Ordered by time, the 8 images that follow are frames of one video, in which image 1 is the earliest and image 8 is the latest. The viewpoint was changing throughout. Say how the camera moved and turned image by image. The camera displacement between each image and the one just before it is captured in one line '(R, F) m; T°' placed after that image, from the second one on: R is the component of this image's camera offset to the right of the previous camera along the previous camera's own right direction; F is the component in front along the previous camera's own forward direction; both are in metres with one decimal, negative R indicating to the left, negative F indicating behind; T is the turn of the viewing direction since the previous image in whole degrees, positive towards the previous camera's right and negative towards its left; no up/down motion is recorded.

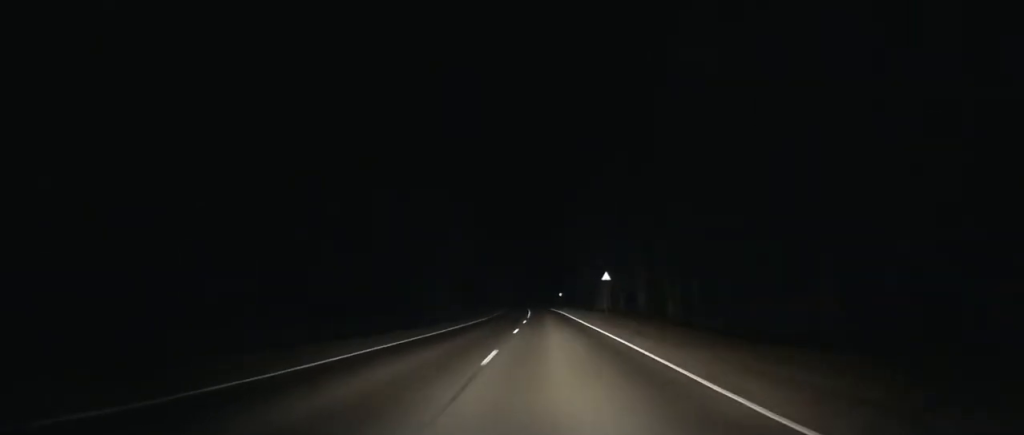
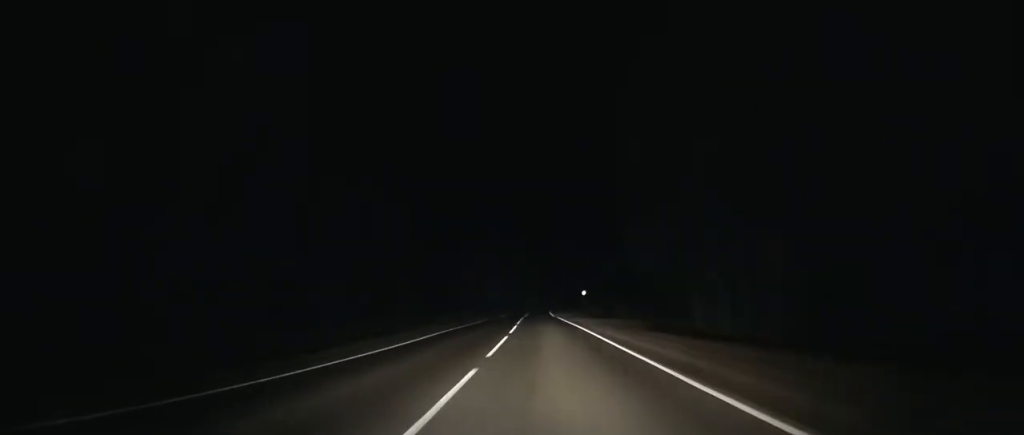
(-0.2, +65.1) m; 0°
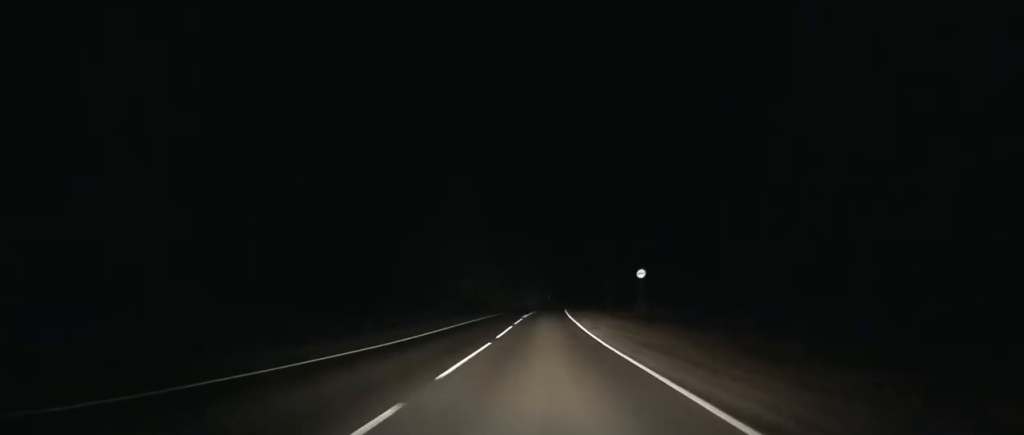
(-0.3, +53.1) m; 0°
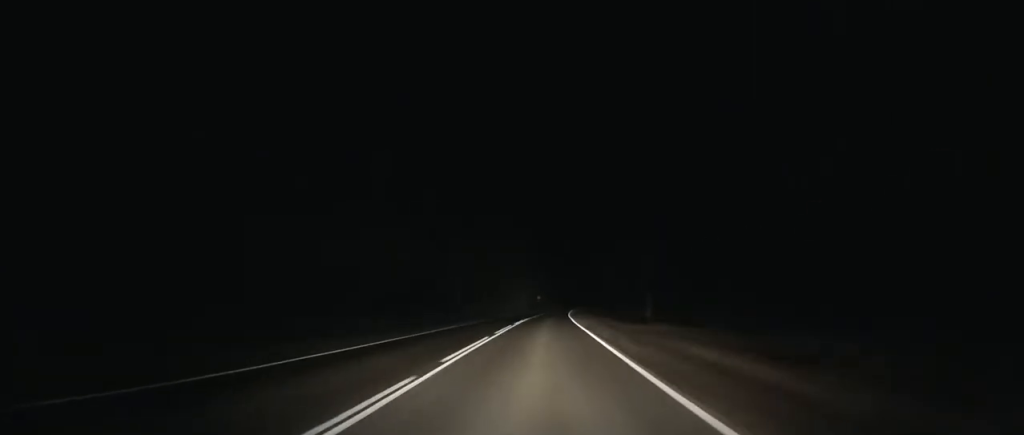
(+0.2, +45.4) m; +1°
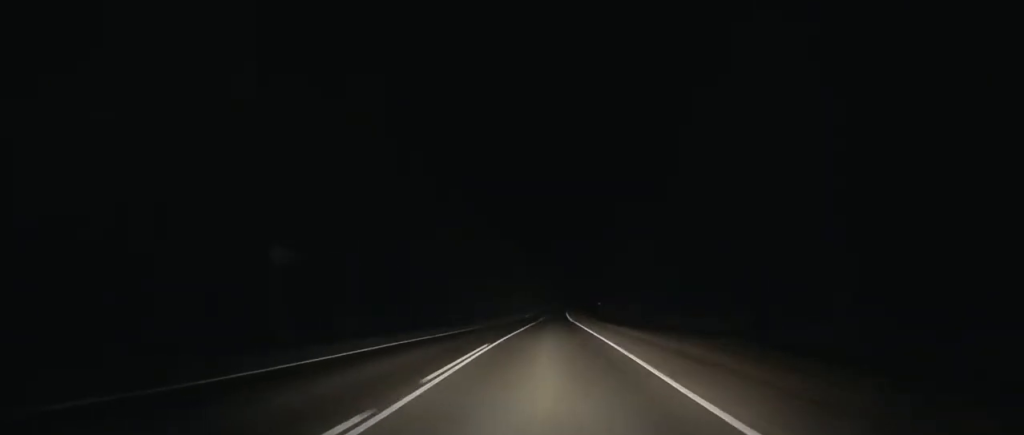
(+3.6, +145.5) m; +3°
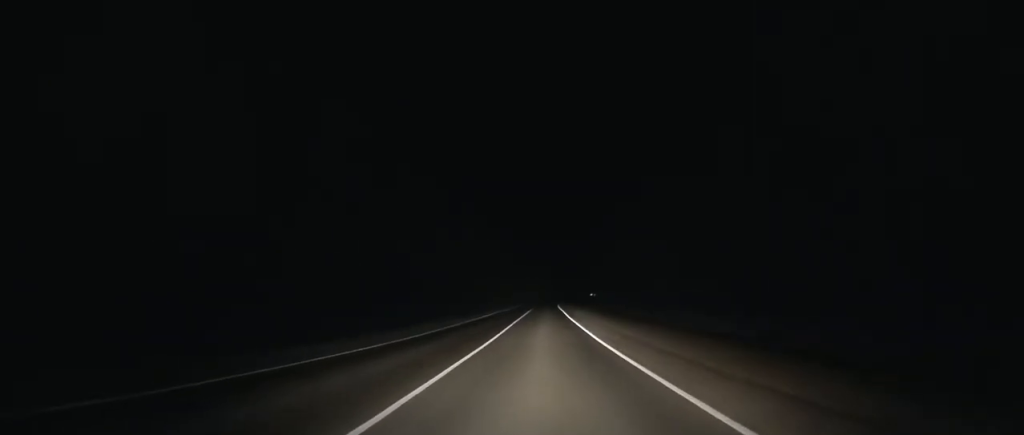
(+0.6, +45.7) m; +1°
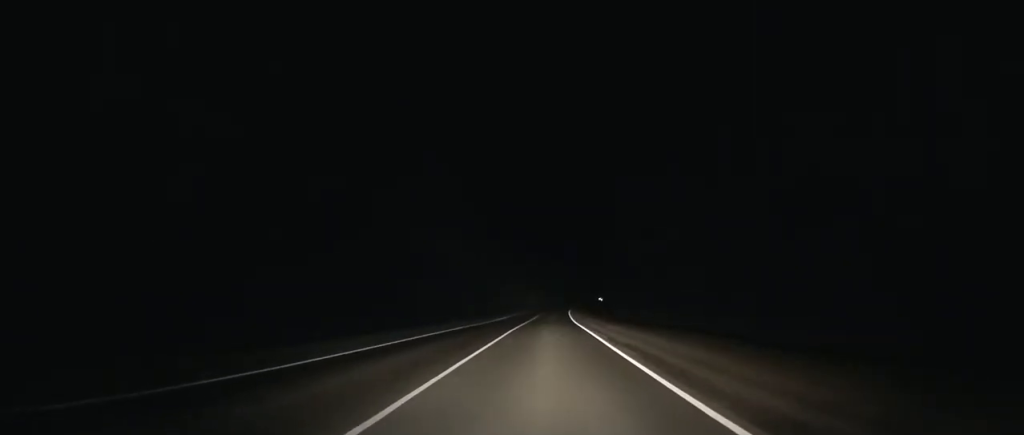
(+1.1, +84.8) m; +2°
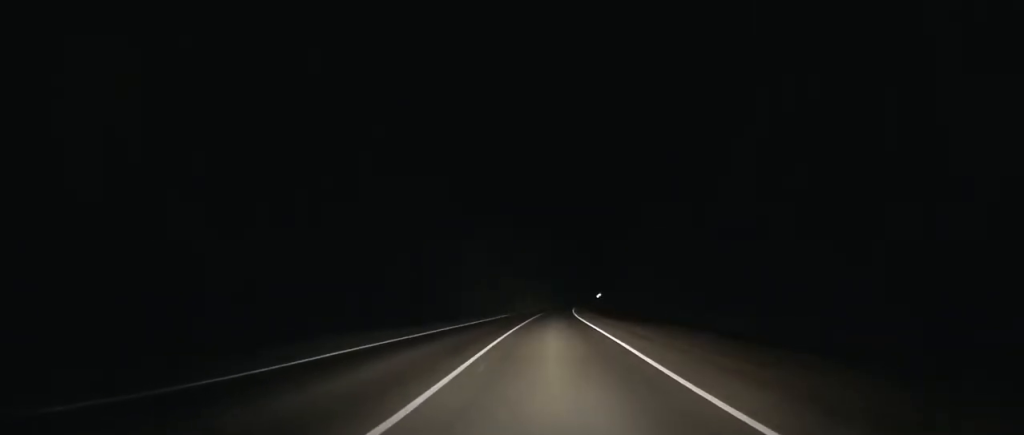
(+1.6, +80.2) m; +2°
